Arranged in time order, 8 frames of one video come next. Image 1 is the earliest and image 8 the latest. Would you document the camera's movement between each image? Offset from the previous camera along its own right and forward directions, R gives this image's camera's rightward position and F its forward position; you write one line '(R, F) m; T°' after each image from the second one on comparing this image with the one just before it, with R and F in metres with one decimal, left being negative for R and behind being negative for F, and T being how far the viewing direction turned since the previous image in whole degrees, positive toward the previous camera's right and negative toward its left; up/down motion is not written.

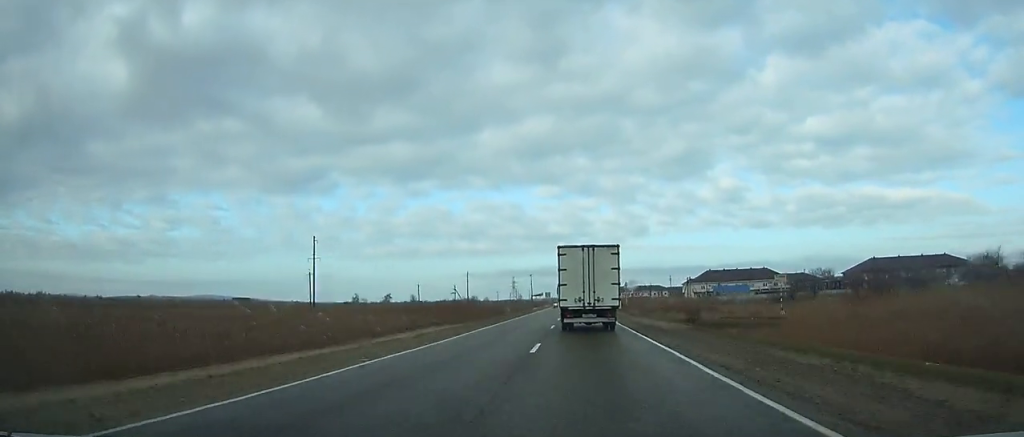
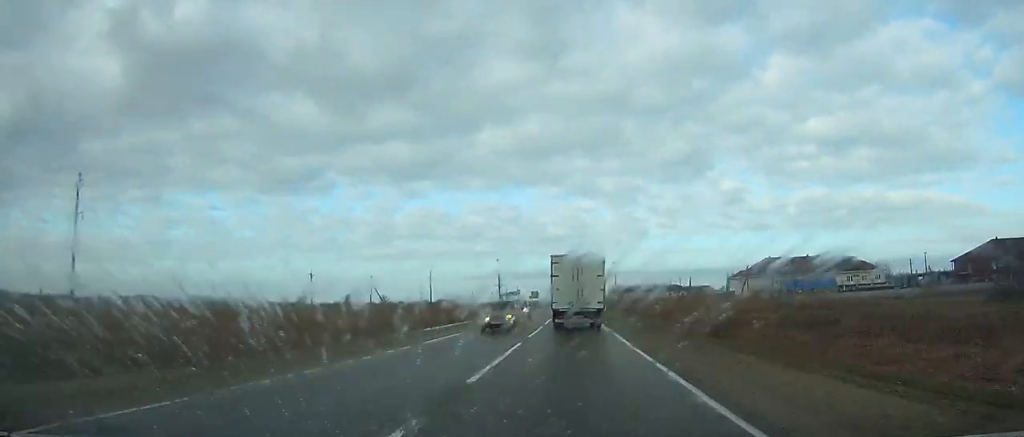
(+0.1, +73.3) m; 0°
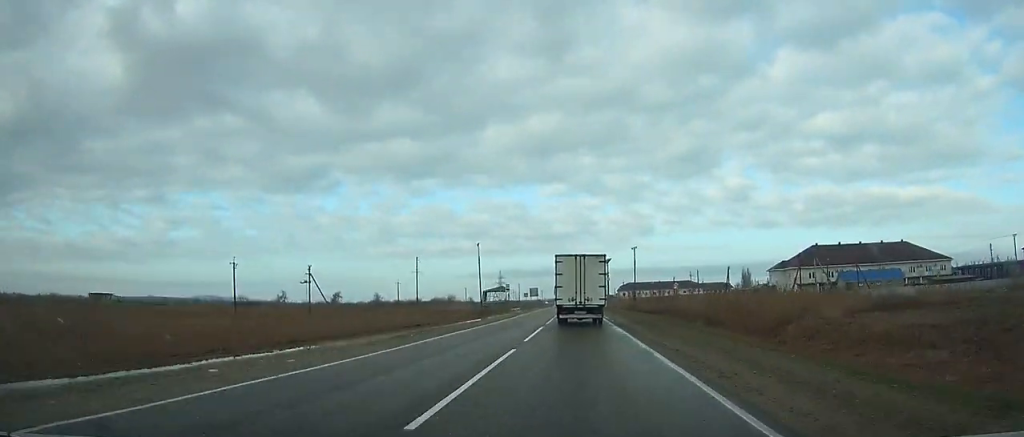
(0.0, +27.8) m; 0°
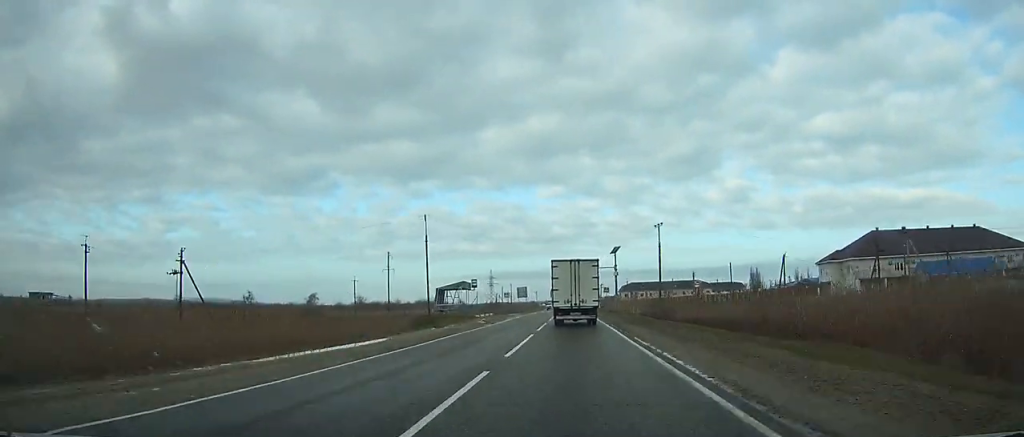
(-0.1, +27.6) m; 0°
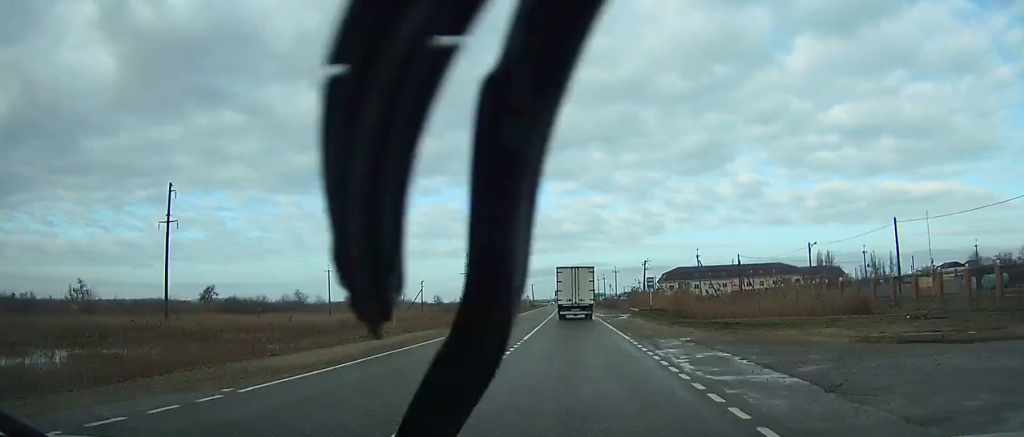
(-1.0, +104.2) m; -1°
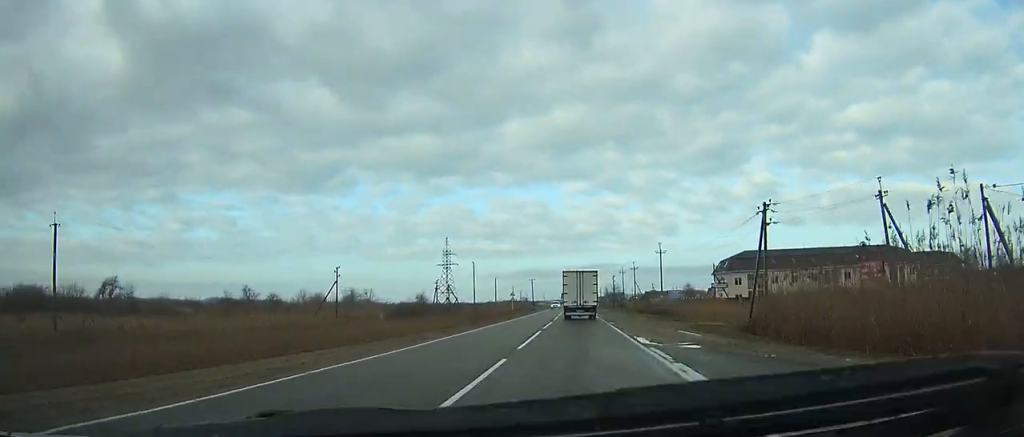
(-0.6, +58.3) m; -1°
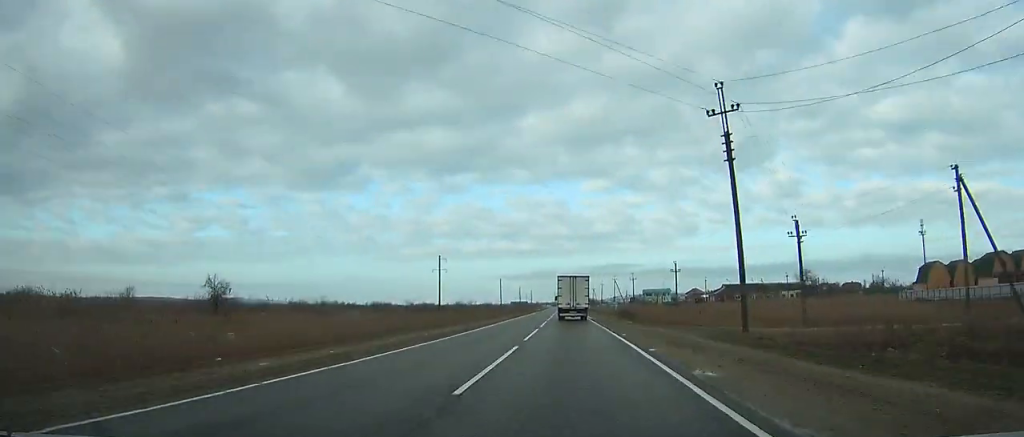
(-2.4, +166.0) m; -2°
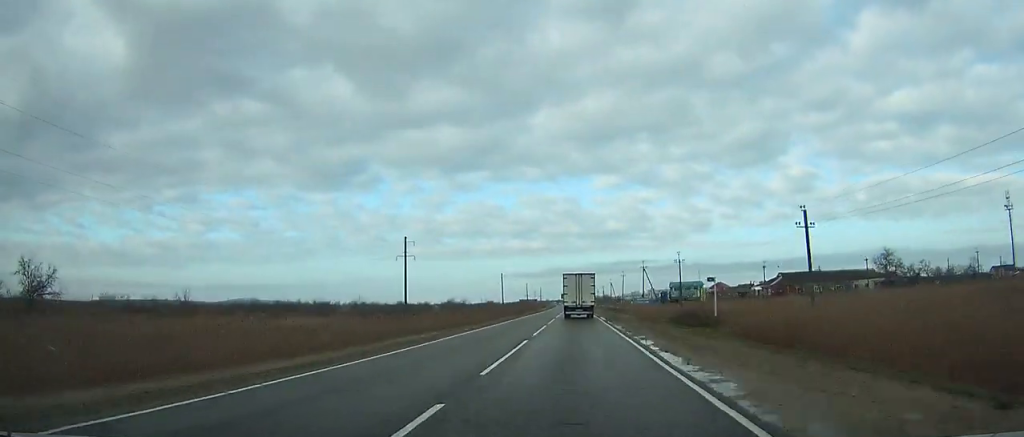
(-0.3, +46.1) m; -1°
